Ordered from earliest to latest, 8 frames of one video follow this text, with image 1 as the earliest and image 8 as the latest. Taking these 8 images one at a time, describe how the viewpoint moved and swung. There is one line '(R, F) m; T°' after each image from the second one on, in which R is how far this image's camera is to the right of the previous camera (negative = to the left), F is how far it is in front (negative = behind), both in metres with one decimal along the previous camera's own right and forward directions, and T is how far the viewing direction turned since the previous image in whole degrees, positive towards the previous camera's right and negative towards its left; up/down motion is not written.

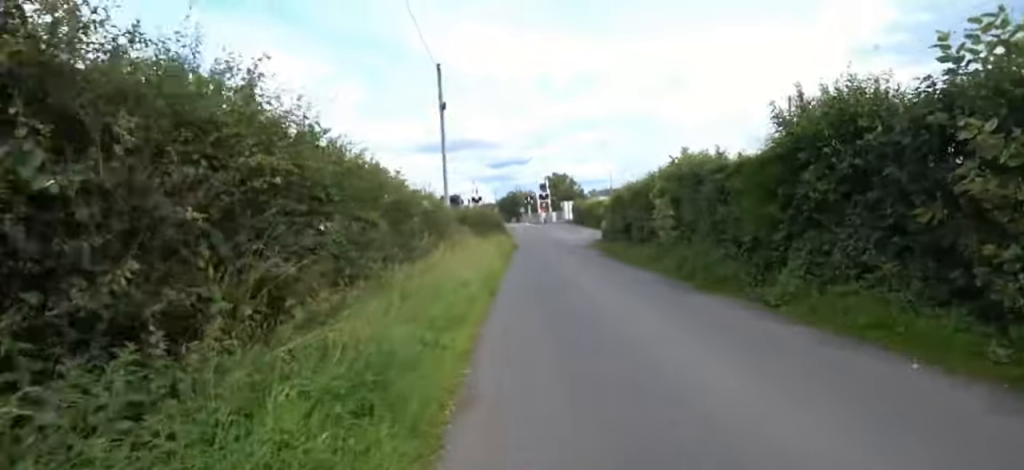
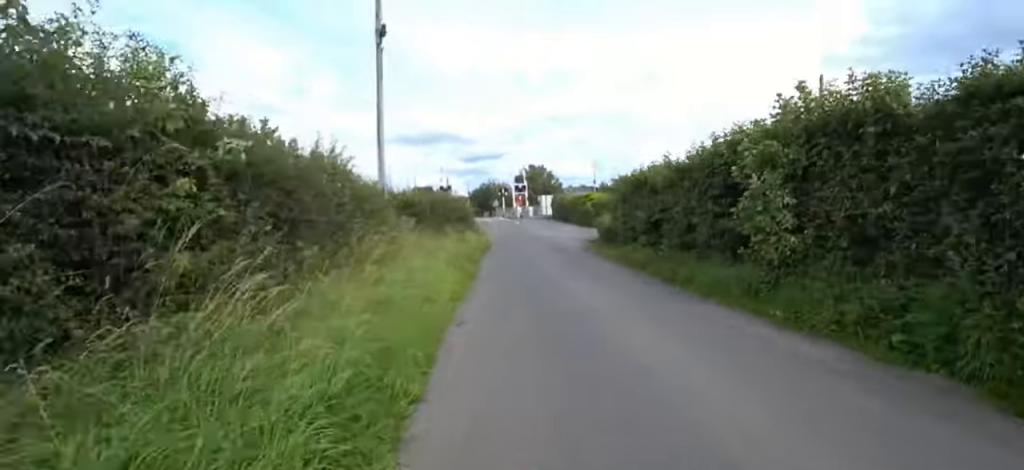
(0.0, +6.2) m; +7°
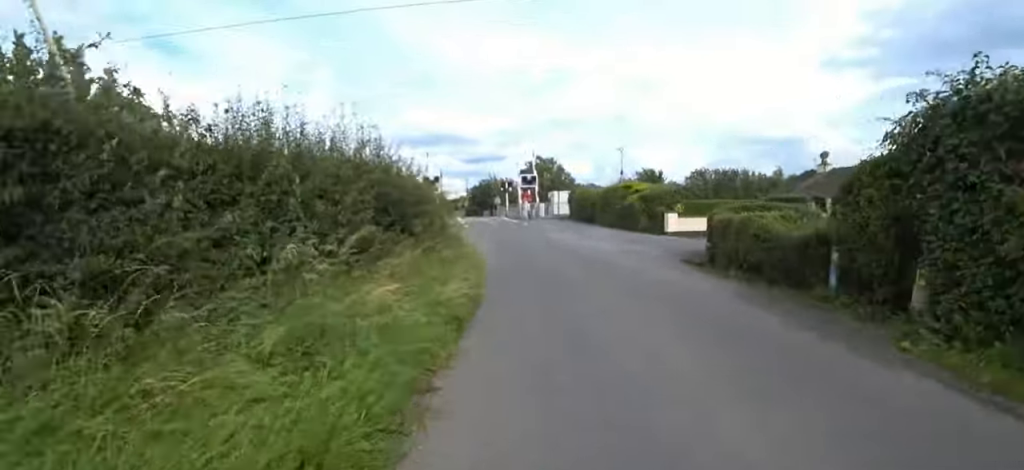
(+0.3, +11.4) m; 0°
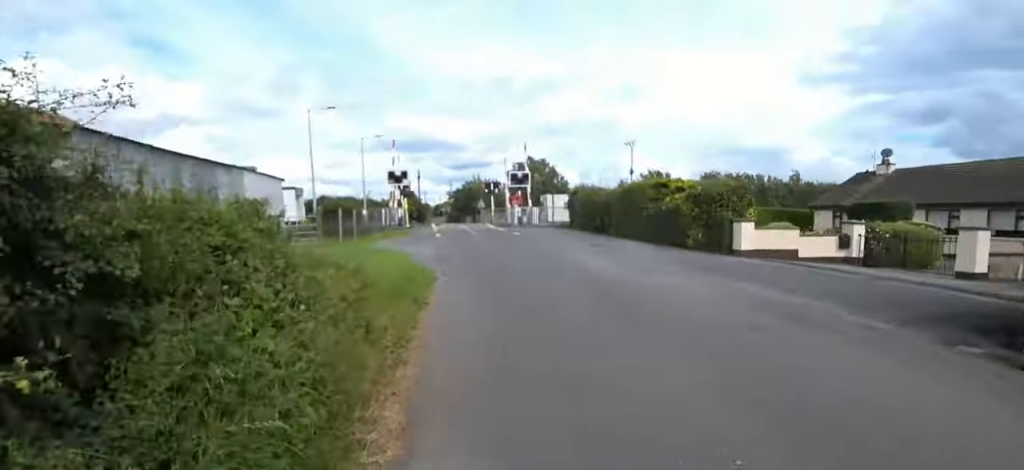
(+0.5, +8.0) m; 0°
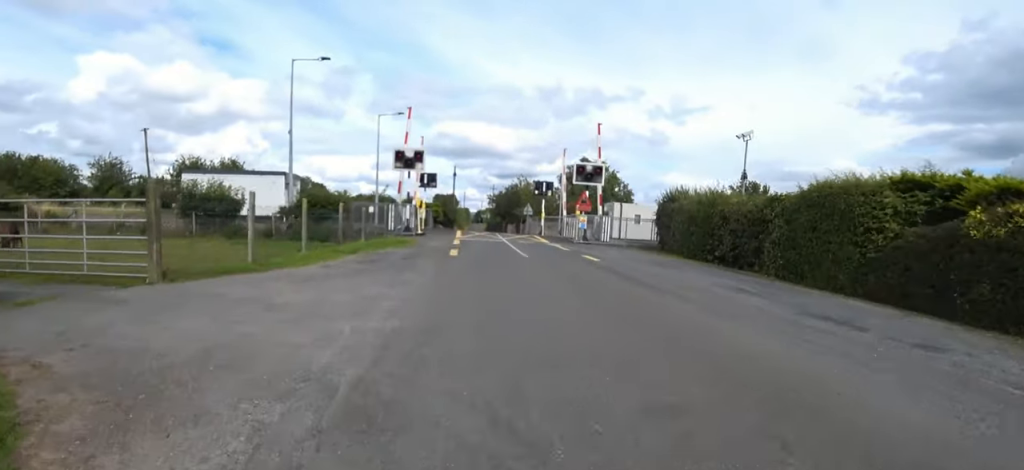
(-0.9, +10.3) m; -2°
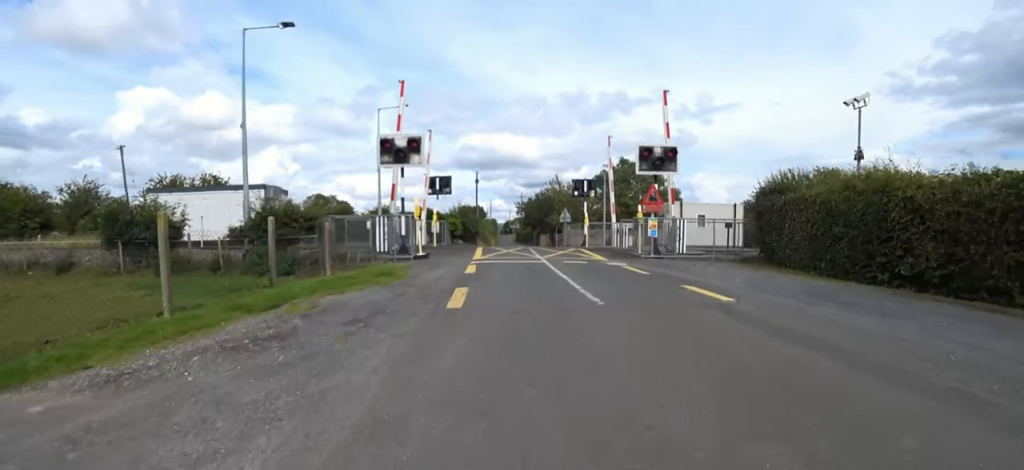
(+1.0, +6.2) m; 0°
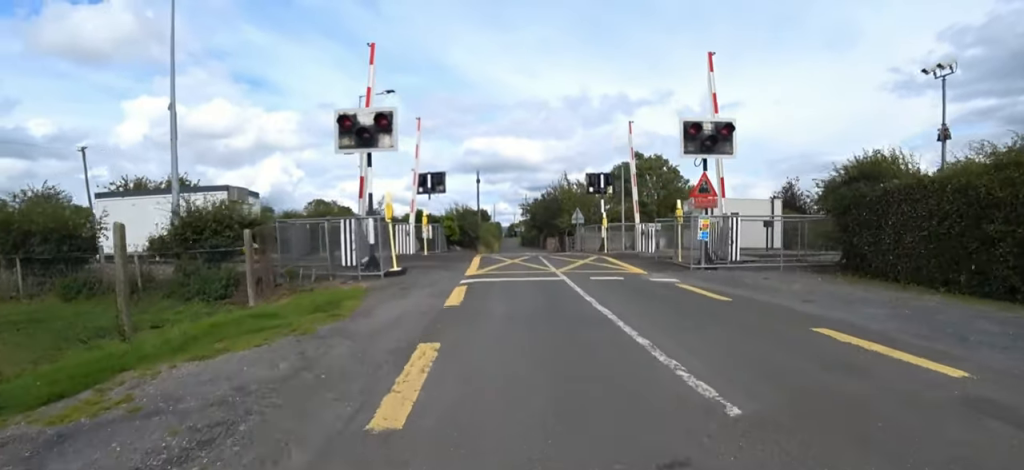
(-0.5, +3.8) m; 0°
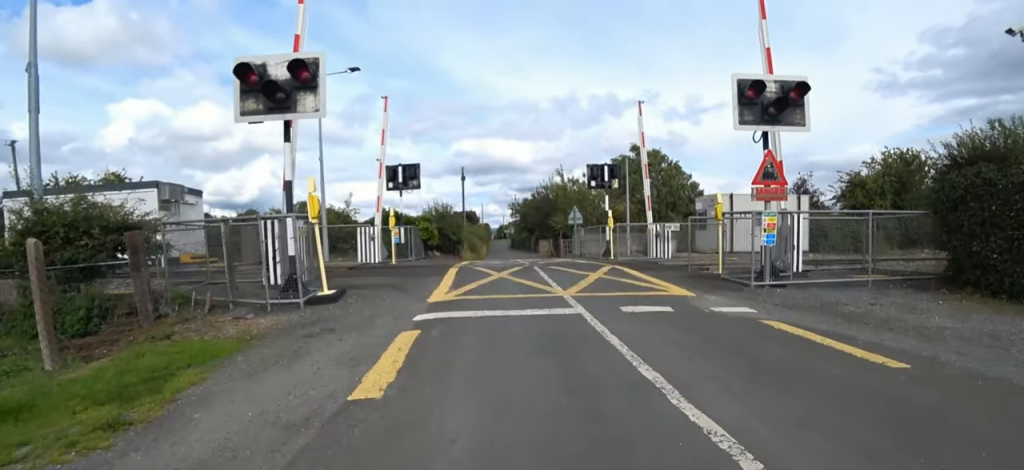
(-0.4, +3.7) m; 0°
